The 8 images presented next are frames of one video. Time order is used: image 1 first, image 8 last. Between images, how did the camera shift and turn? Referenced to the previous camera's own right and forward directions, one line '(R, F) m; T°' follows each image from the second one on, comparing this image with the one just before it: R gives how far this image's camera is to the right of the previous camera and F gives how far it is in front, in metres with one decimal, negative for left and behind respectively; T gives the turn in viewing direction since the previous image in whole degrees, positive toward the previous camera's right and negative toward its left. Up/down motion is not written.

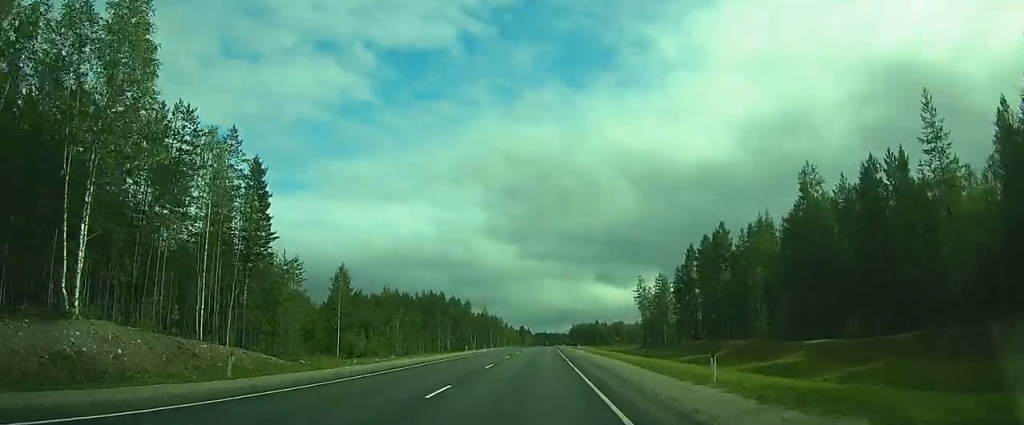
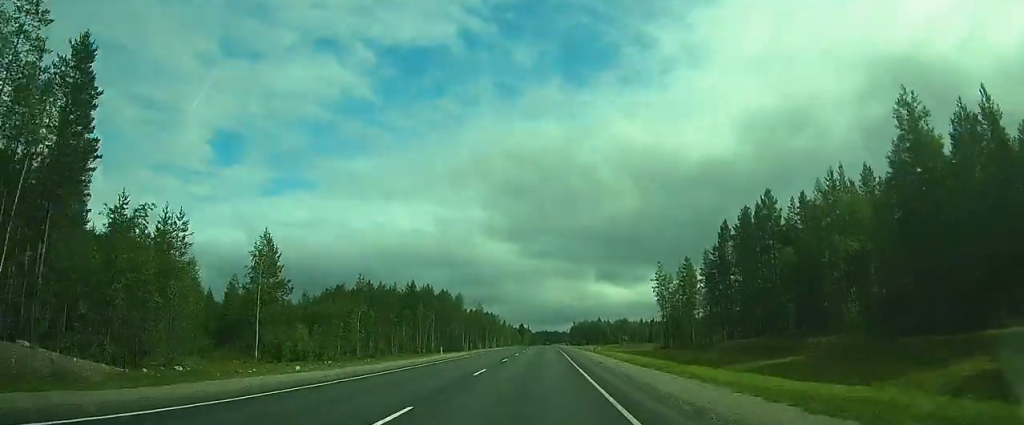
(-0.1, +17.1) m; 0°
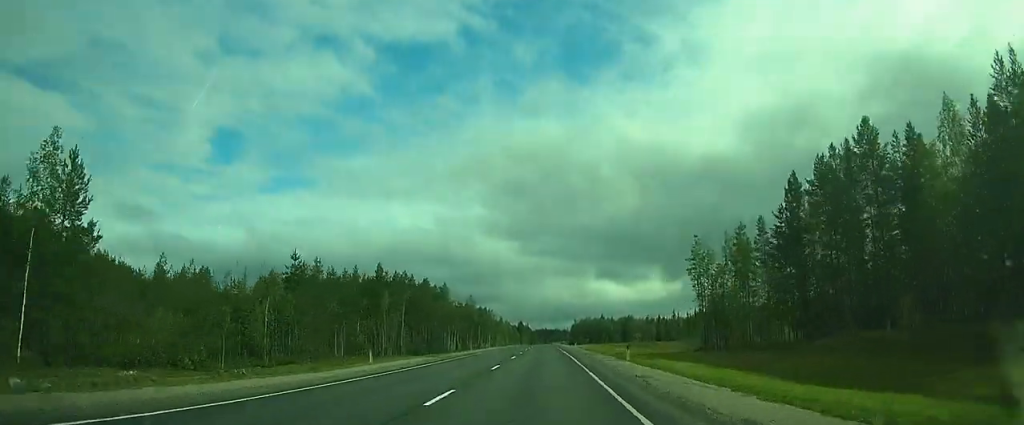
(-0.1, +20.8) m; 0°
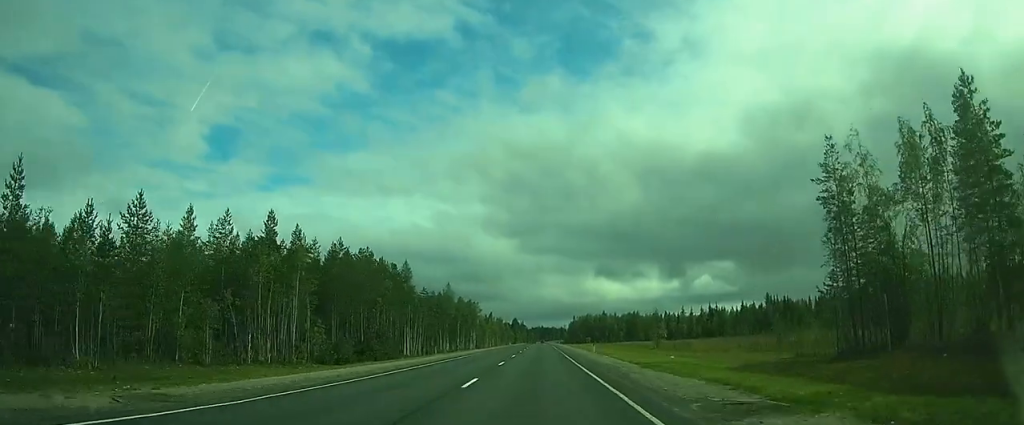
(-0.3, +31.5) m; -1°
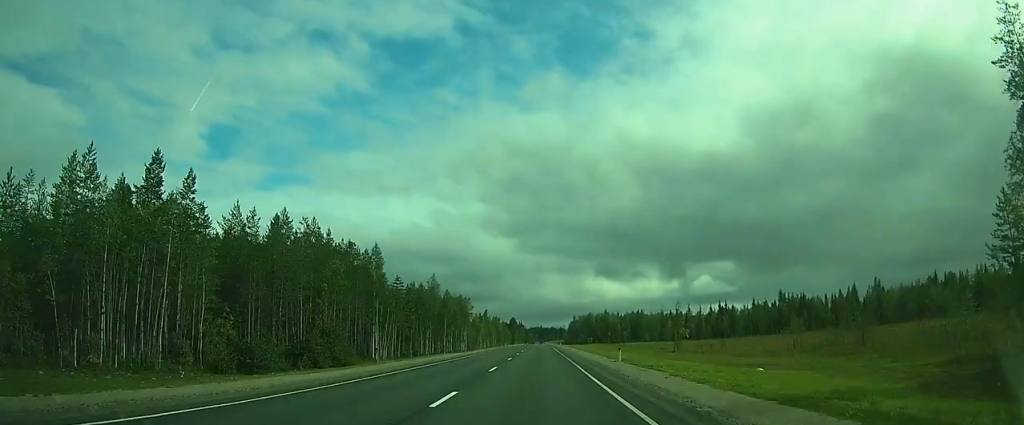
(-0.3, +15.7) m; 0°
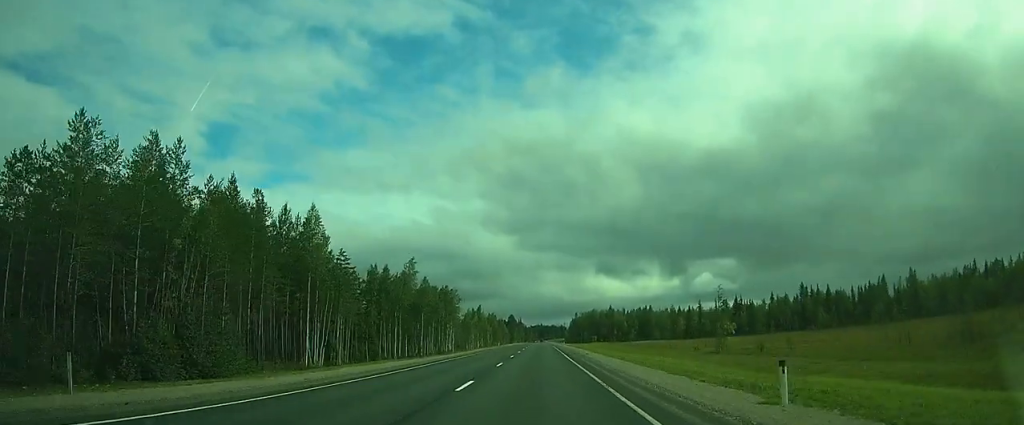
(+0.3, +20.4) m; +1°
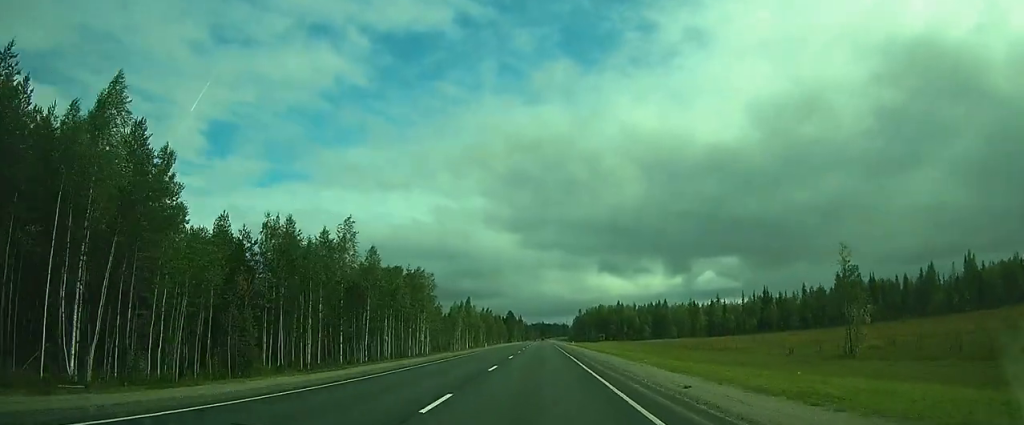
(+0.1, +27.5) m; +1°
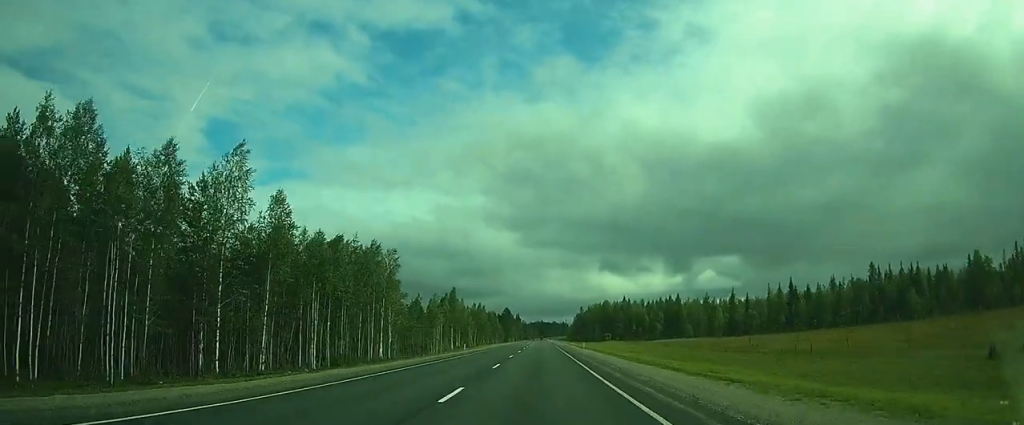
(+0.5, +22.0) m; +1°
